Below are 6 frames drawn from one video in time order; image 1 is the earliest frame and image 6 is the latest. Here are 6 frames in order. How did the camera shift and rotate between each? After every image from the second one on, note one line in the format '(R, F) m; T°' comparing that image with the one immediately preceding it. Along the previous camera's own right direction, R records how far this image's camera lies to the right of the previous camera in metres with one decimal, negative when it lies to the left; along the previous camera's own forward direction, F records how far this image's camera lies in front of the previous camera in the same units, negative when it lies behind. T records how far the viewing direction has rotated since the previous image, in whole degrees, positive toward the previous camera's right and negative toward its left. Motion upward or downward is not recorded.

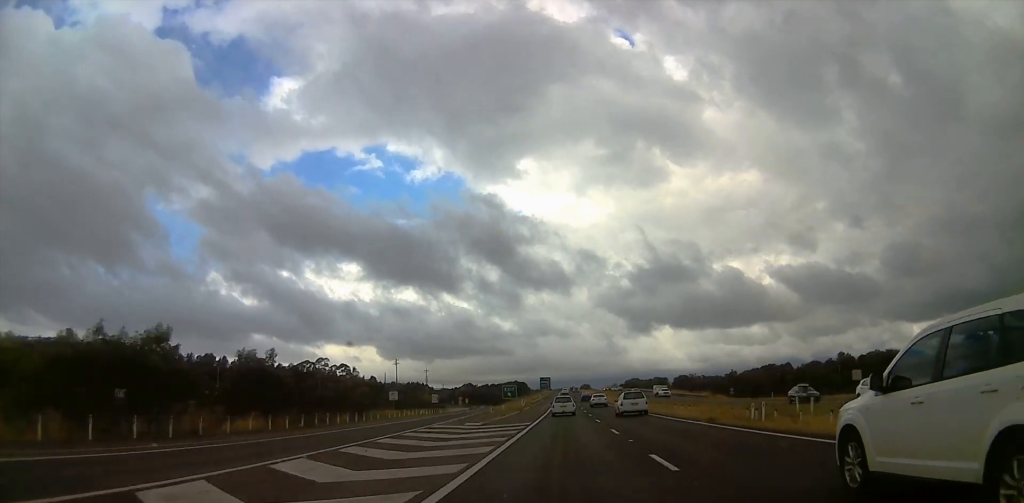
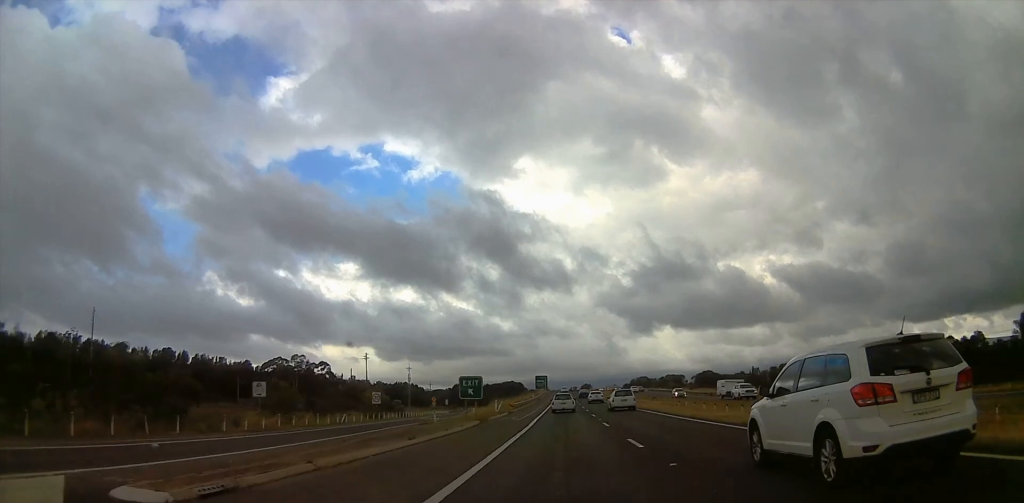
(-1.5, +31.5) m; -2°
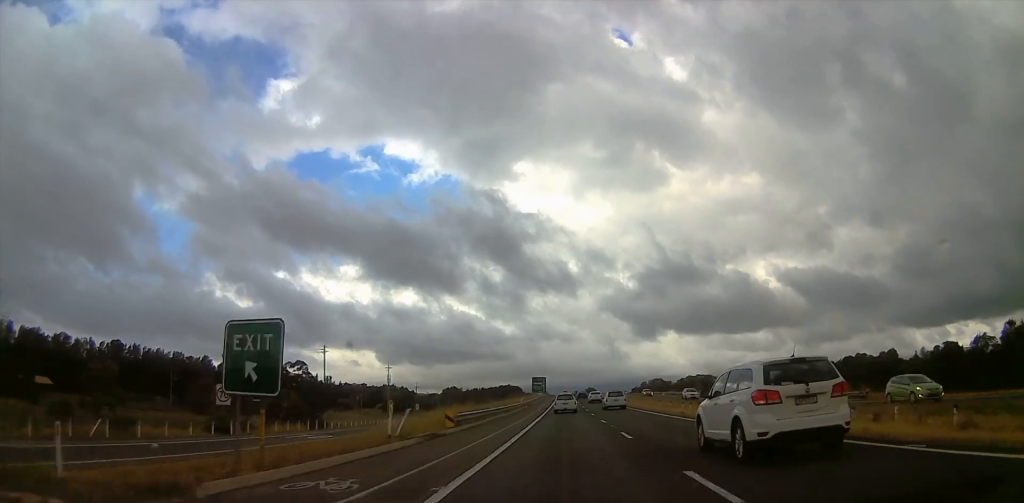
(+0.9, +32.4) m; +2°
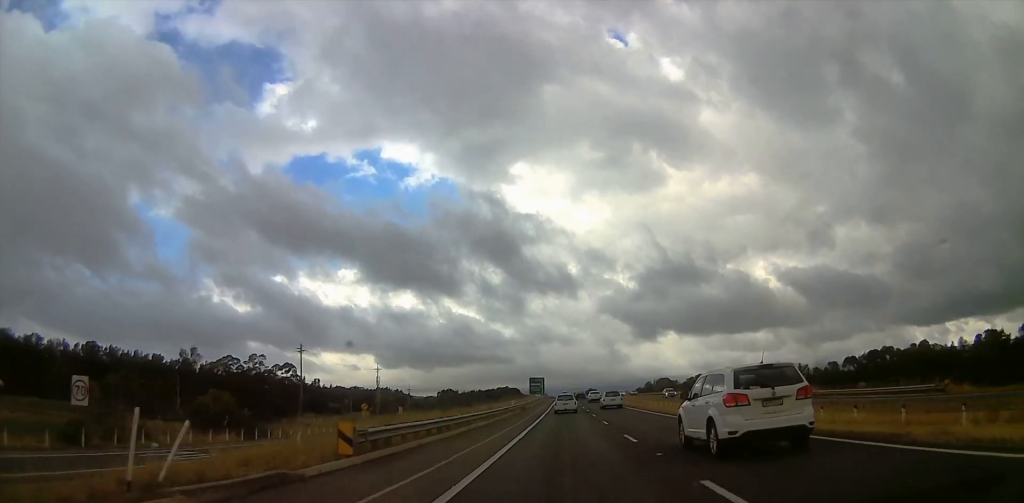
(-0.1, +12.8) m; +1°
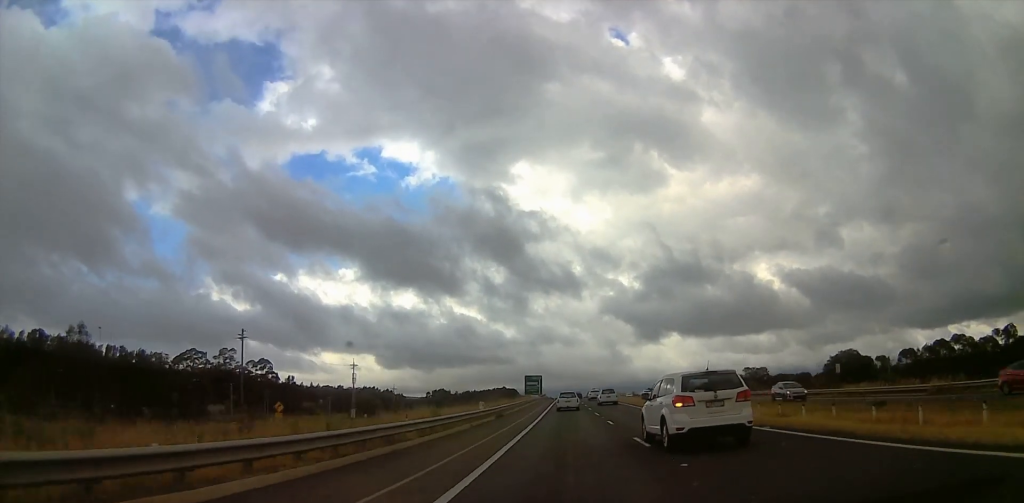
(+0.4, +26.6) m; 0°
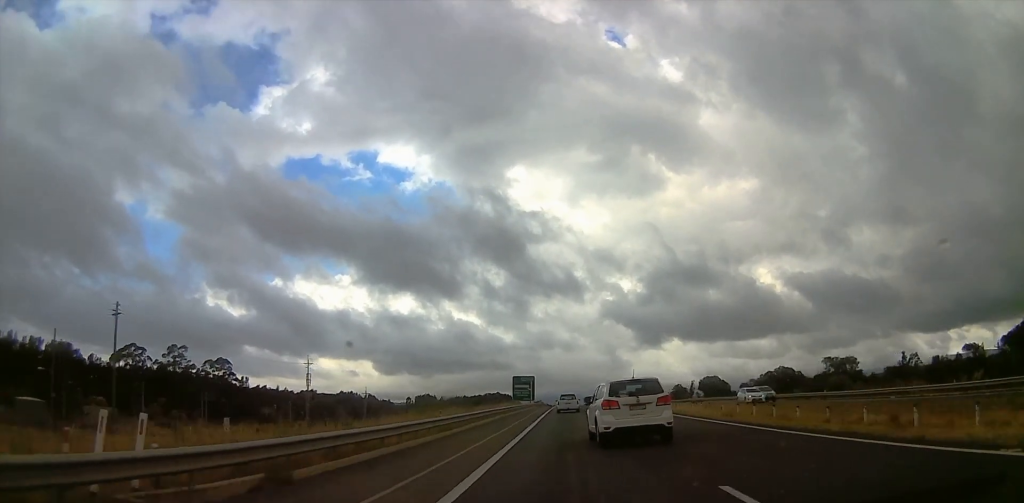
(-0.6, +34.3) m; -2°
